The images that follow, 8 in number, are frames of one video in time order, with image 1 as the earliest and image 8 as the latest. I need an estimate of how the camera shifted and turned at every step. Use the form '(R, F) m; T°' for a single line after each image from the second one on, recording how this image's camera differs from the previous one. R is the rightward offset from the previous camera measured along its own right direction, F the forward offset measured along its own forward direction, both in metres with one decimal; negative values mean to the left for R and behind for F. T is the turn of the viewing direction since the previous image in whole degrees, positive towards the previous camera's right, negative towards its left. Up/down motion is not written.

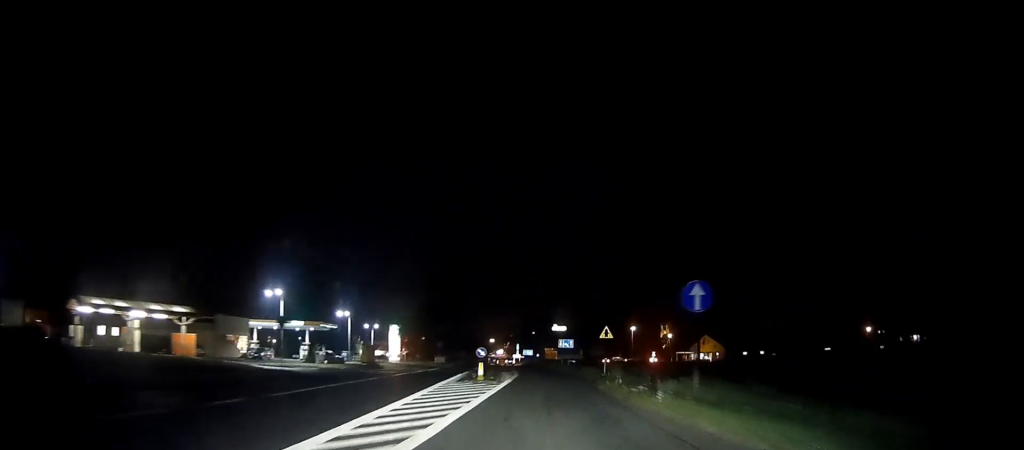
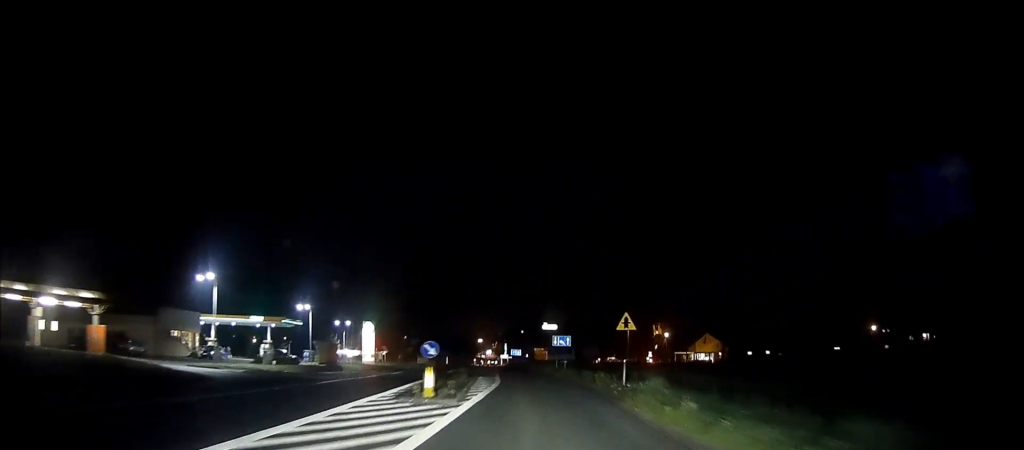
(0.0, +12.0) m; 0°
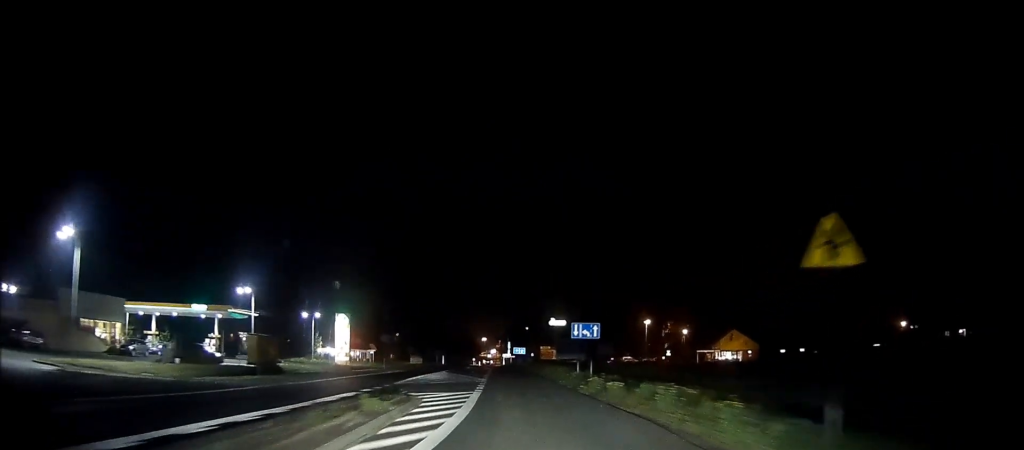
(-0.1, +18.1) m; 0°
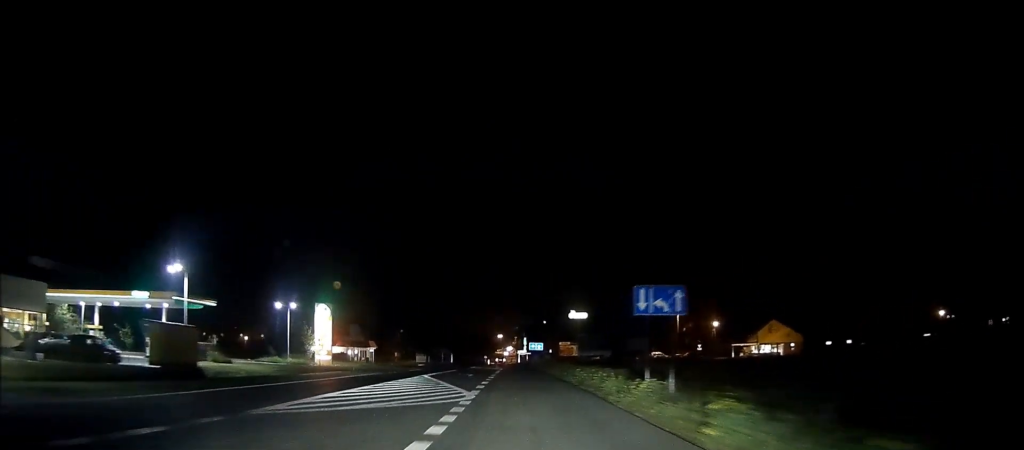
(0.0, +15.8) m; 0°
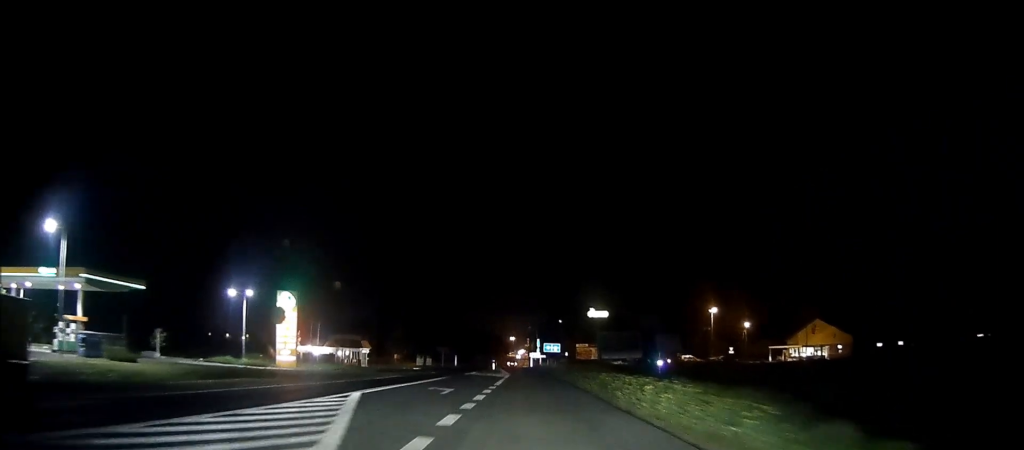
(0.0, +15.4) m; 0°
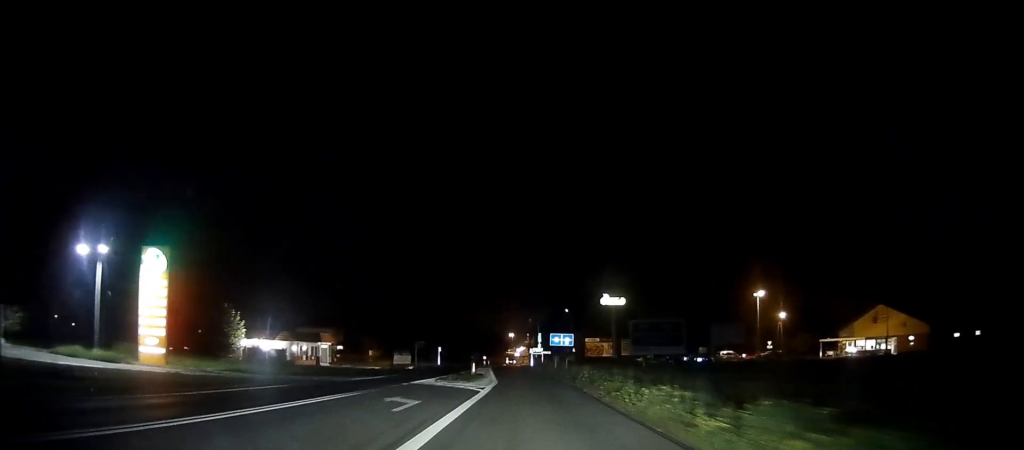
(0.0, +23.6) m; 0°
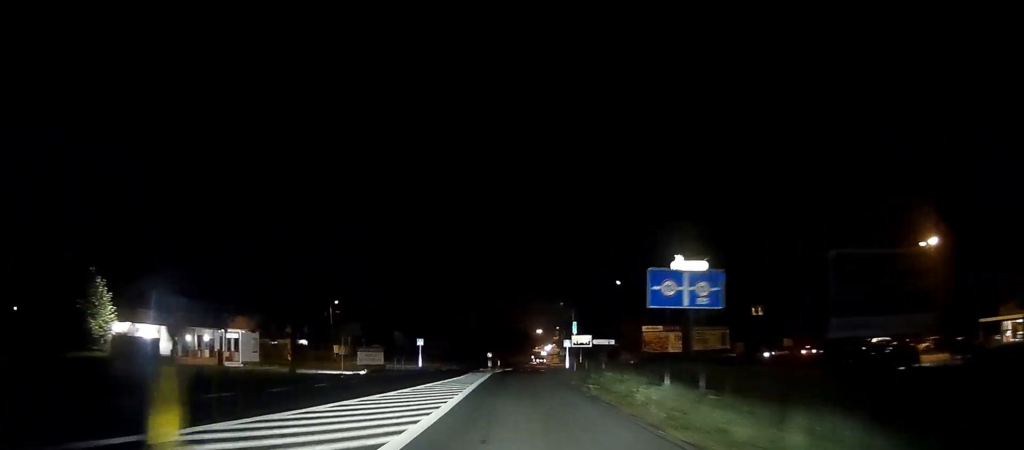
(-0.8, +38.4) m; -3°
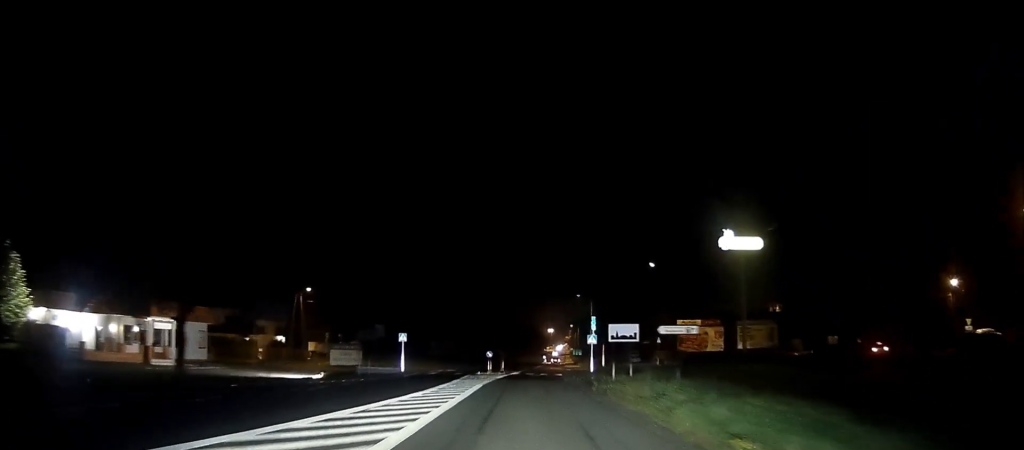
(-0.1, +14.6) m; -1°
